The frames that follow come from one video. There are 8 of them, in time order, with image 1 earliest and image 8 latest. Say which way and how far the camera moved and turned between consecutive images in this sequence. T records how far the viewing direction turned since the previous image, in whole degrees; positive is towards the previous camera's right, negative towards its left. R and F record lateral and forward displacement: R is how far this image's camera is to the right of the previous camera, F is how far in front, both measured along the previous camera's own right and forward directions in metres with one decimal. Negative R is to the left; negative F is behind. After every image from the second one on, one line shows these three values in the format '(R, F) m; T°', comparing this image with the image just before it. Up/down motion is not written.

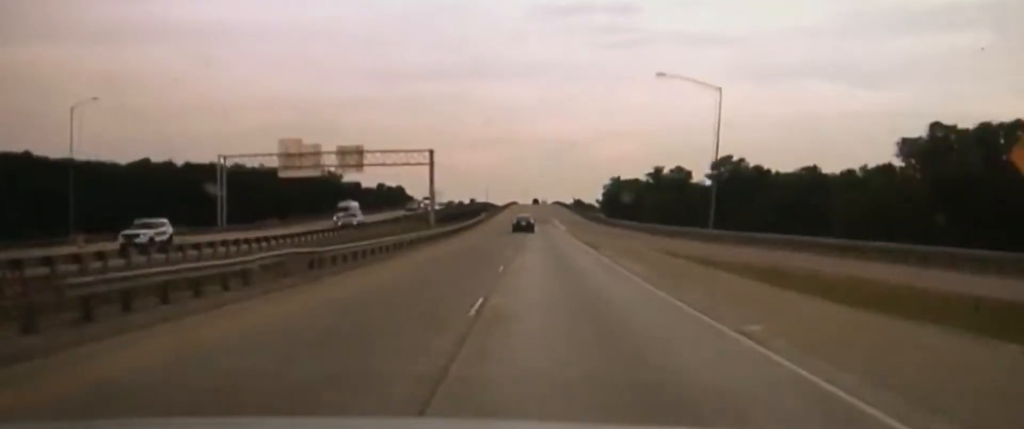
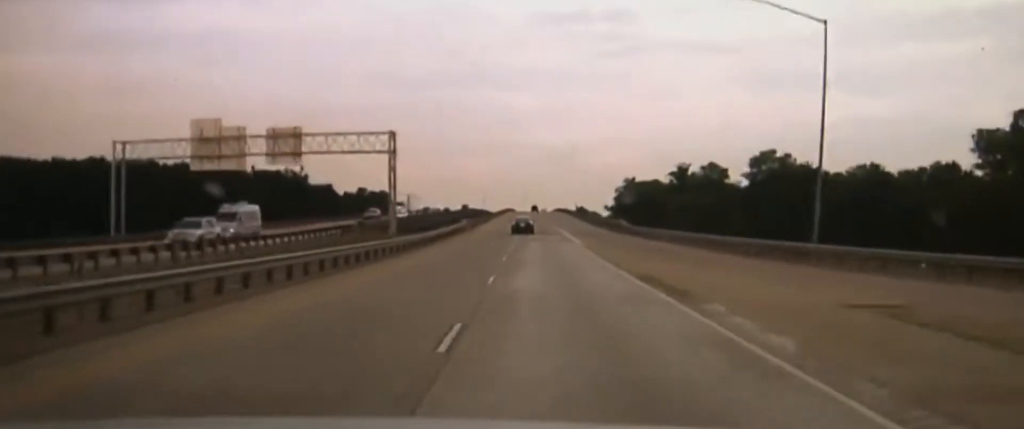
(0.0, +28.1) m; 0°
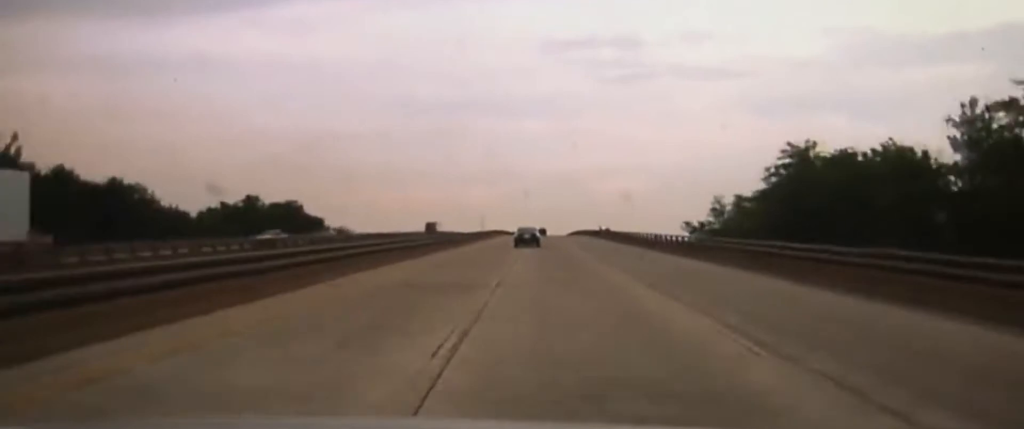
(-0.5, +96.9) m; 0°
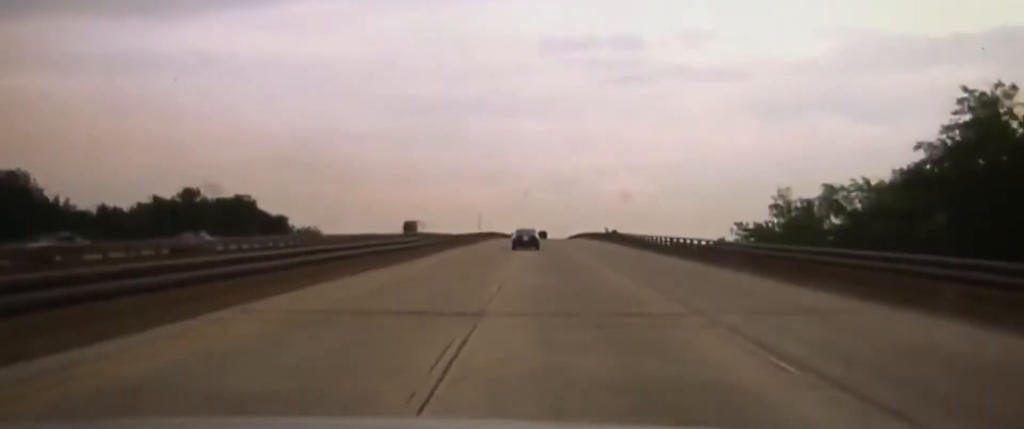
(+0.1, +24.5) m; 0°
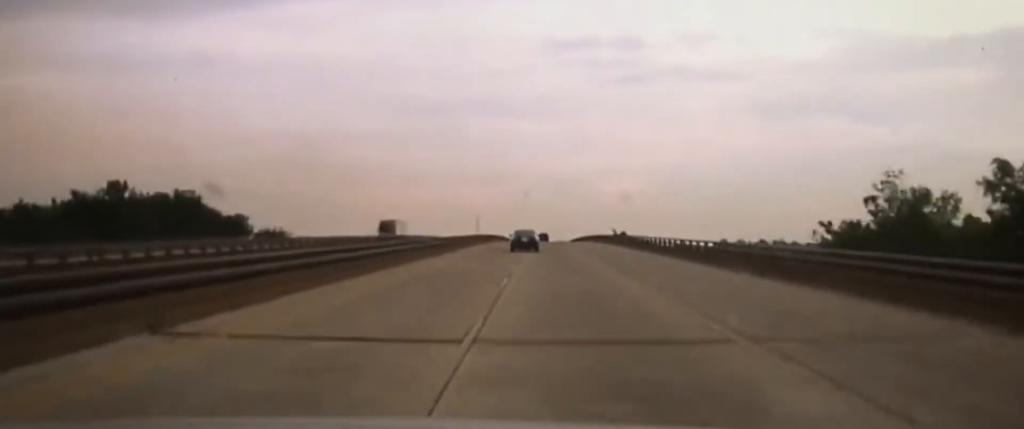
(+0.2, +21.8) m; 0°
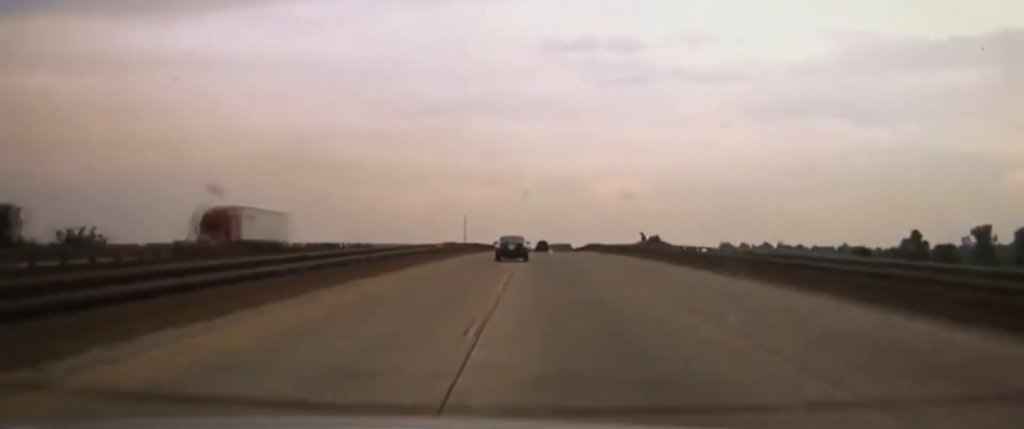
(+0.2, +61.7) m; 0°
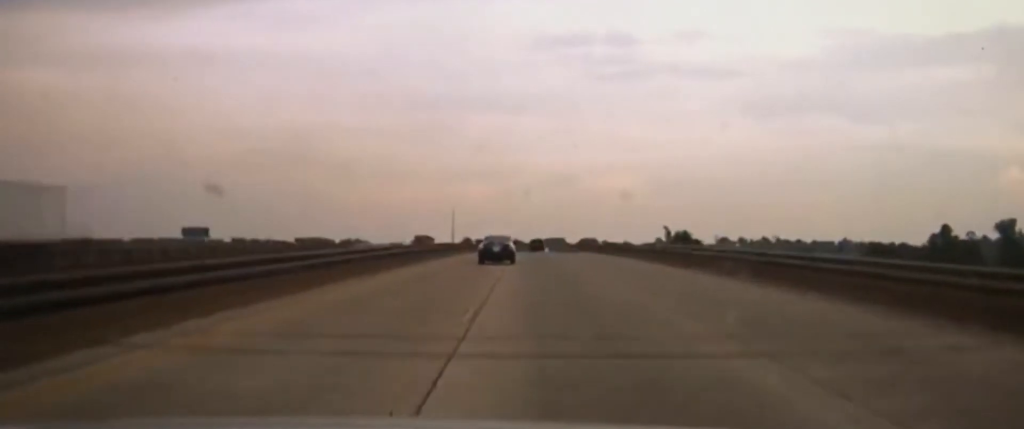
(+0.1, +30.5) m; 0°
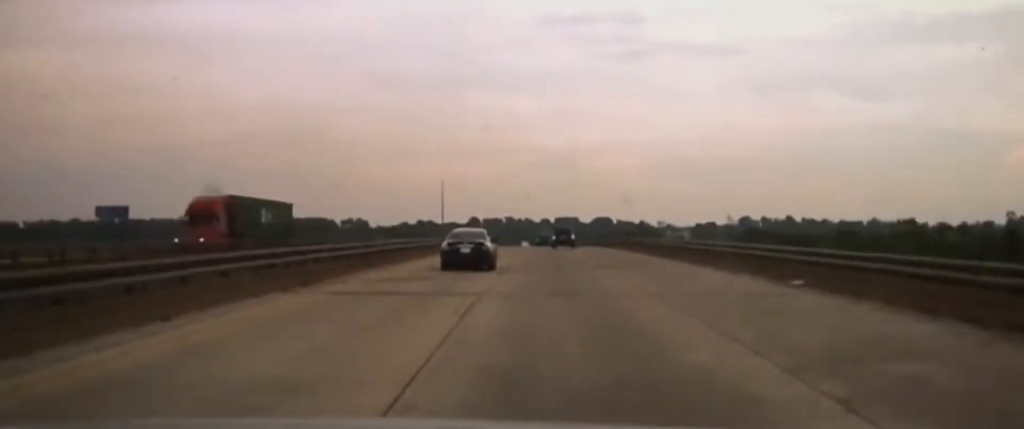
(+0.2, +89.4) m; 0°
